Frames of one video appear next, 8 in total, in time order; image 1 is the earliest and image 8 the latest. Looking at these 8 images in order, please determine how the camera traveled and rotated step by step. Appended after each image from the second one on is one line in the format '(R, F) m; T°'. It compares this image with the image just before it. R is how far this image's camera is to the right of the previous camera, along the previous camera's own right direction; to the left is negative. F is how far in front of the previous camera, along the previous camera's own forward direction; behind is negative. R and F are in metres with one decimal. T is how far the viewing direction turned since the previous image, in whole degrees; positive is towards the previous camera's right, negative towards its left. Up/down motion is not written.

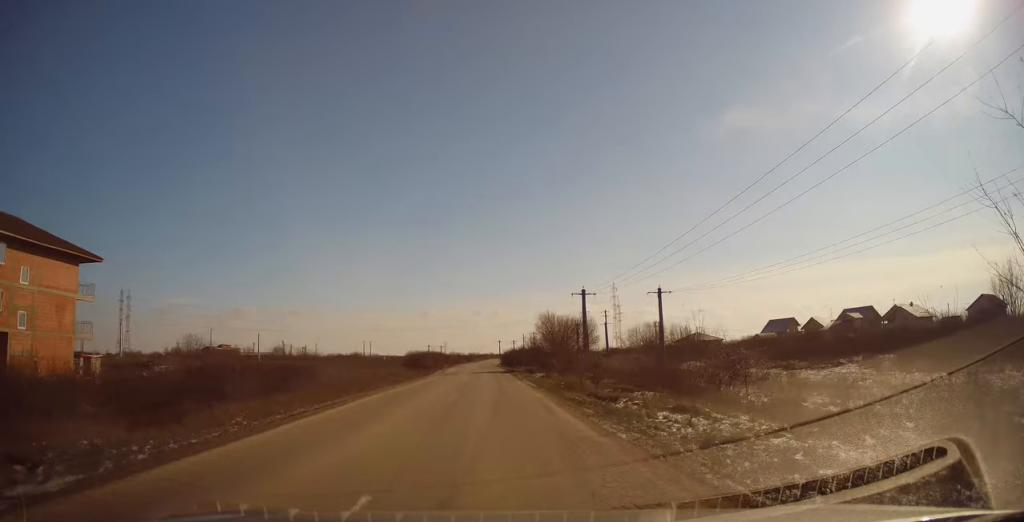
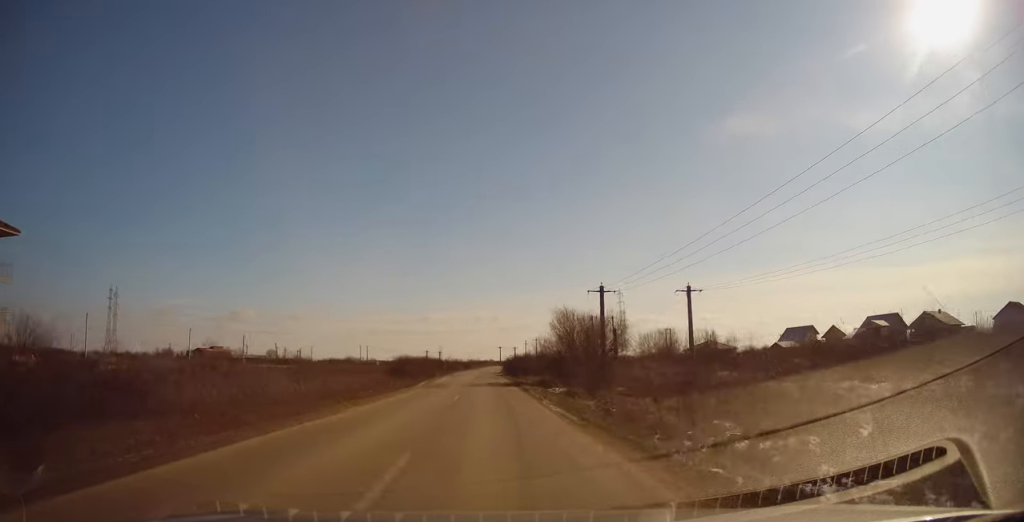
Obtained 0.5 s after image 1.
(0.0, +10.0) m; 0°
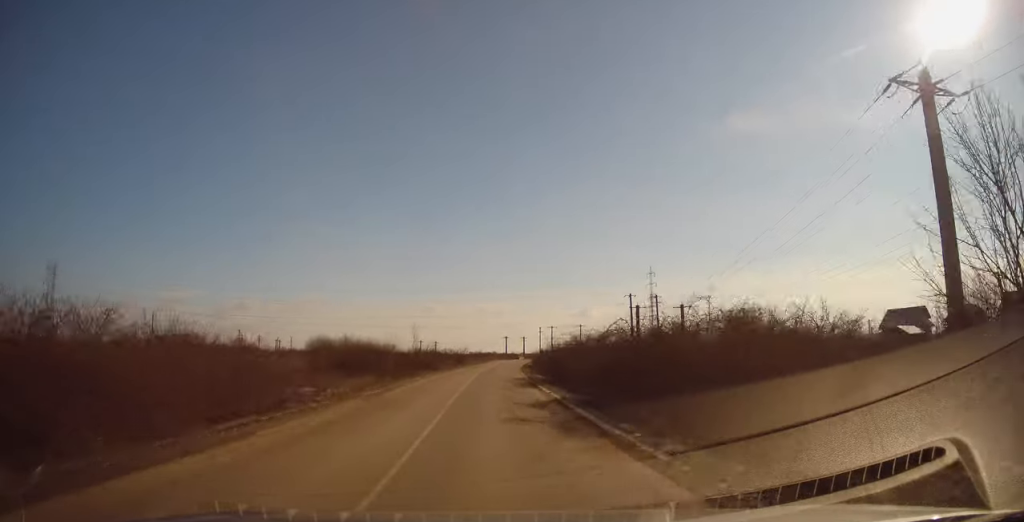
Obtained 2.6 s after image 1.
(-1.0, +45.4) m; -2°
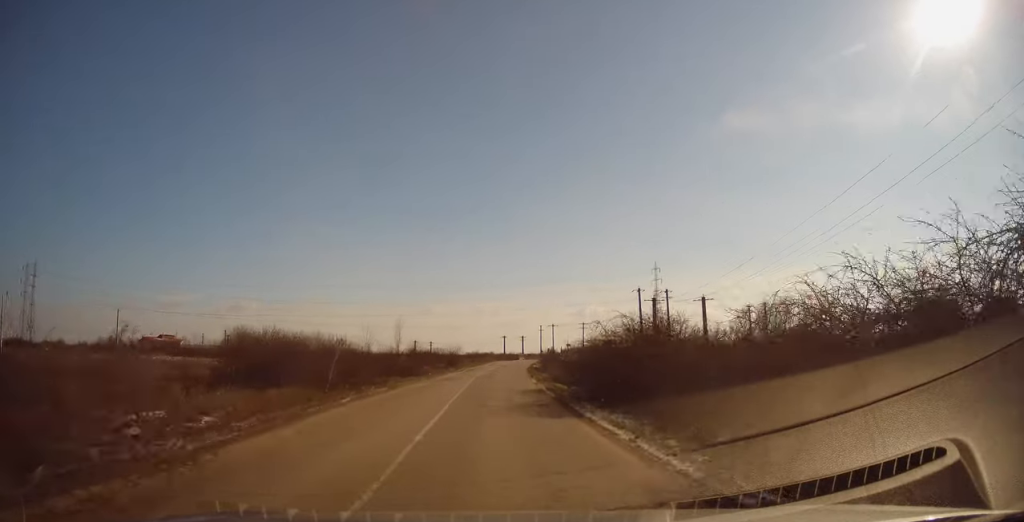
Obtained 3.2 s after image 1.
(-0.3, +11.4) m; +1°
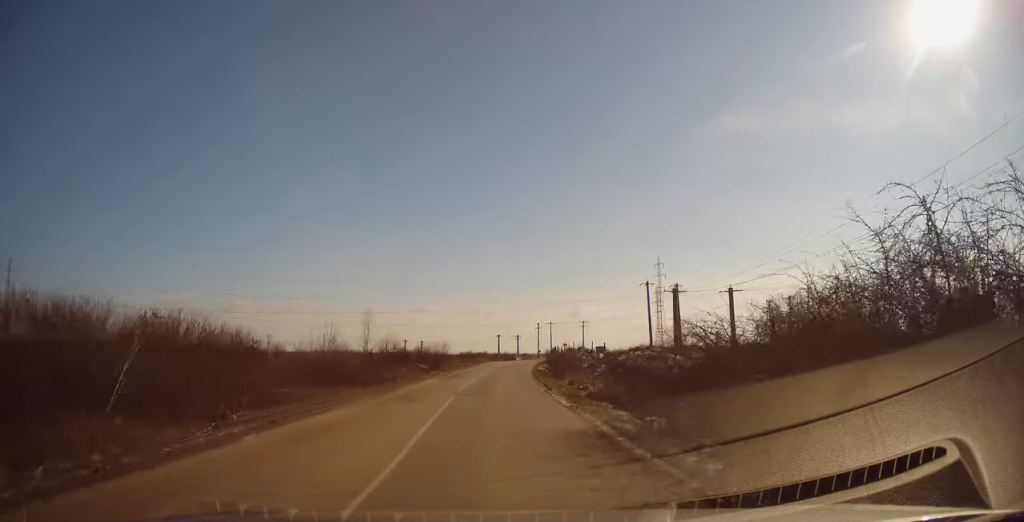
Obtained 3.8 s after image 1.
(+0.5, +12.3) m; +1°
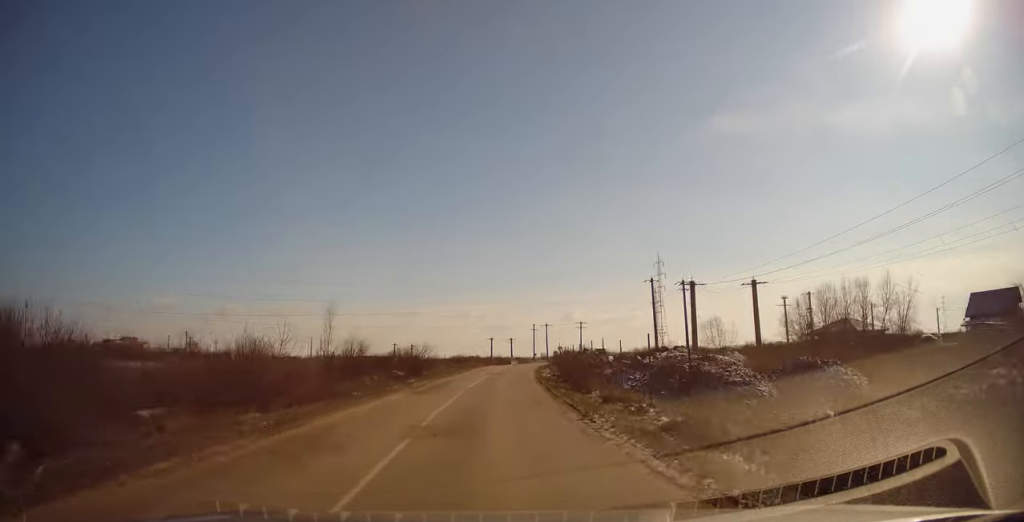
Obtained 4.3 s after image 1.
(+0.2, +9.0) m; +1°
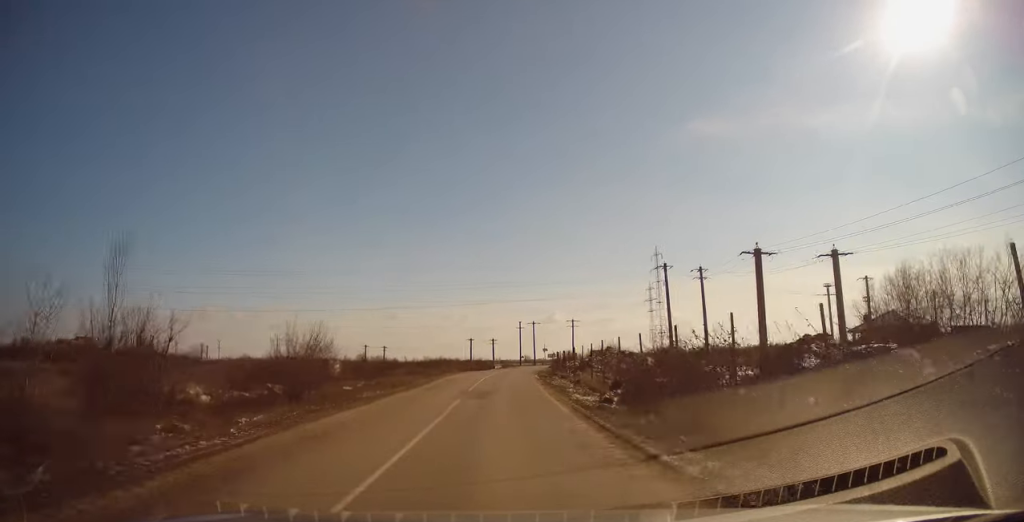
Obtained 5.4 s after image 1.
(-0.2, +20.0) m; 0°
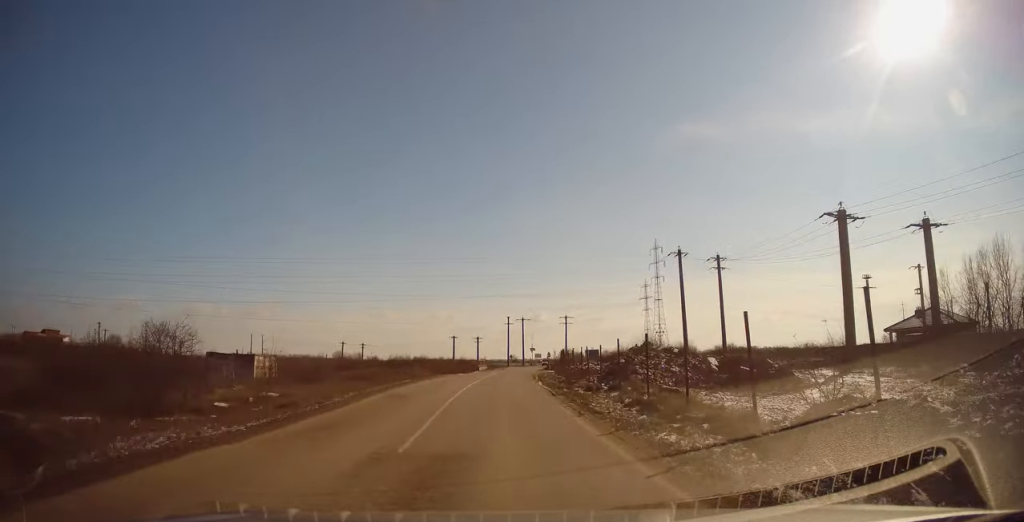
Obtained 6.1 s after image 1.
(0.0, +12.7) m; +2°
